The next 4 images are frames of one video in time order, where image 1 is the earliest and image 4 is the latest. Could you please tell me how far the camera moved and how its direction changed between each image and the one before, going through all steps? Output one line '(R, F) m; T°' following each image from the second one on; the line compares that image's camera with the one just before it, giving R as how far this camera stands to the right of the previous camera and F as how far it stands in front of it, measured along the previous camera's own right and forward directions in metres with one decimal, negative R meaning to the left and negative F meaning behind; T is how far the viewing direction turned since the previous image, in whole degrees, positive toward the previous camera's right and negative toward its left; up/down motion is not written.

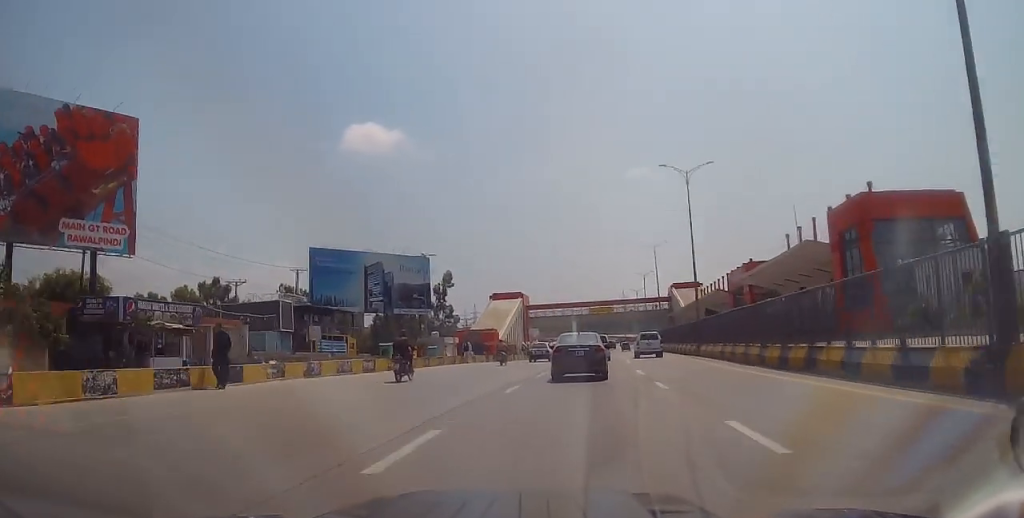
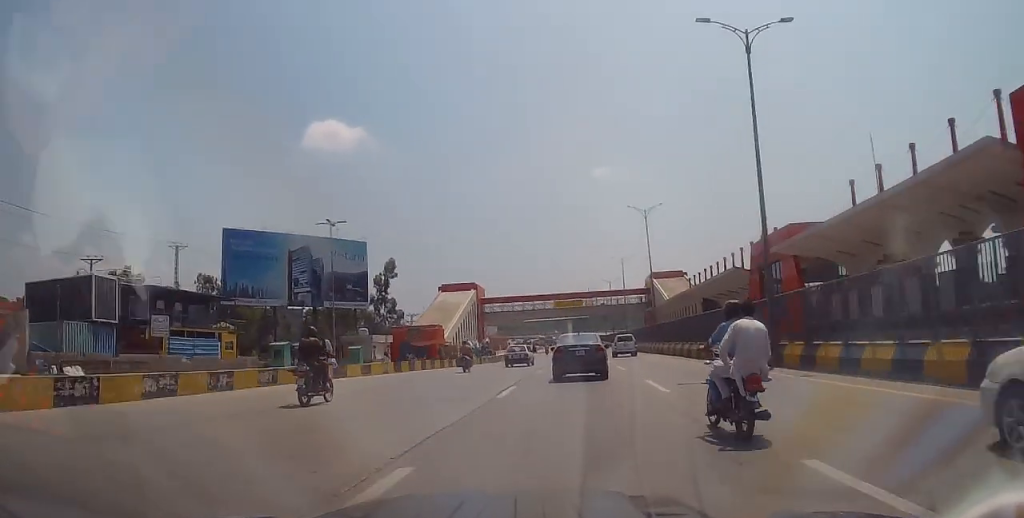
(+0.6, +20.1) m; +2°
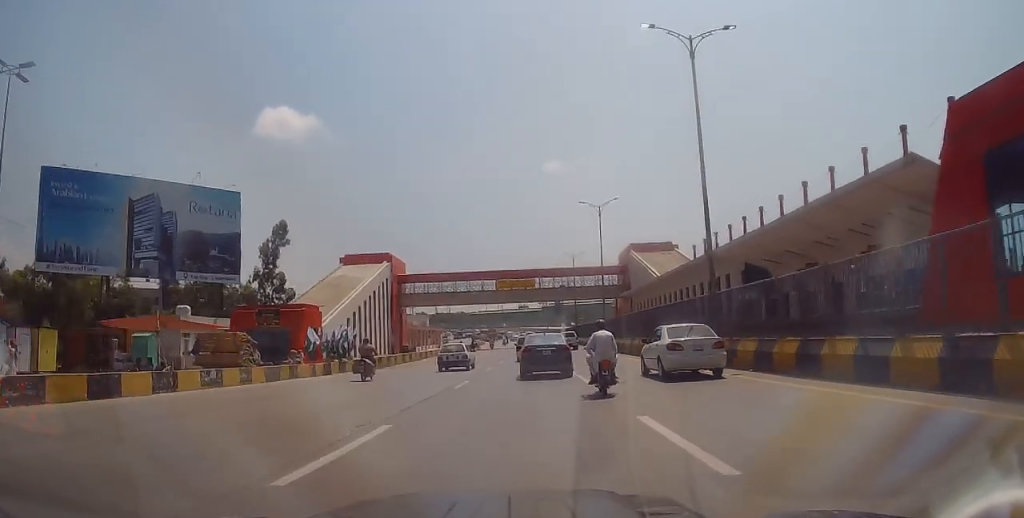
(+0.9, +32.3) m; +1°
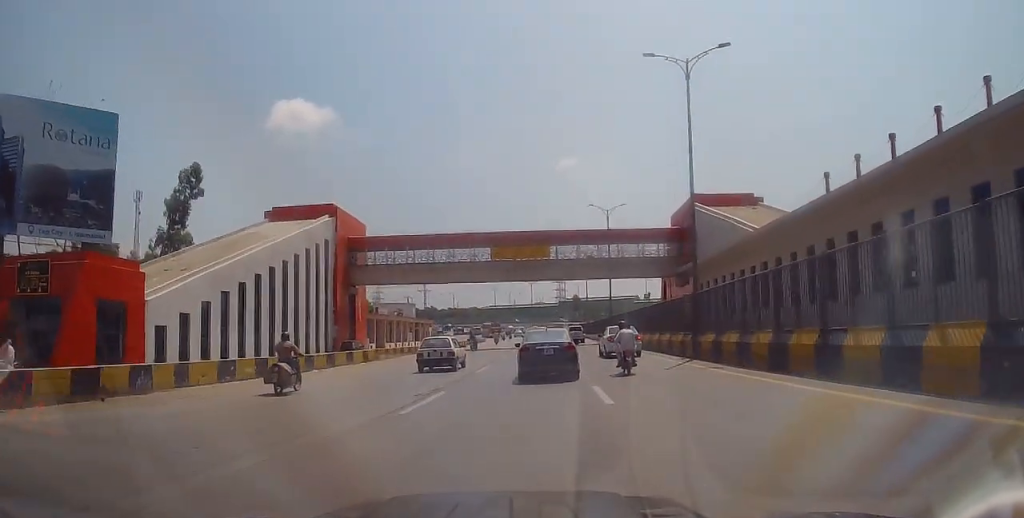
(+0.7, +30.1) m; 0°
